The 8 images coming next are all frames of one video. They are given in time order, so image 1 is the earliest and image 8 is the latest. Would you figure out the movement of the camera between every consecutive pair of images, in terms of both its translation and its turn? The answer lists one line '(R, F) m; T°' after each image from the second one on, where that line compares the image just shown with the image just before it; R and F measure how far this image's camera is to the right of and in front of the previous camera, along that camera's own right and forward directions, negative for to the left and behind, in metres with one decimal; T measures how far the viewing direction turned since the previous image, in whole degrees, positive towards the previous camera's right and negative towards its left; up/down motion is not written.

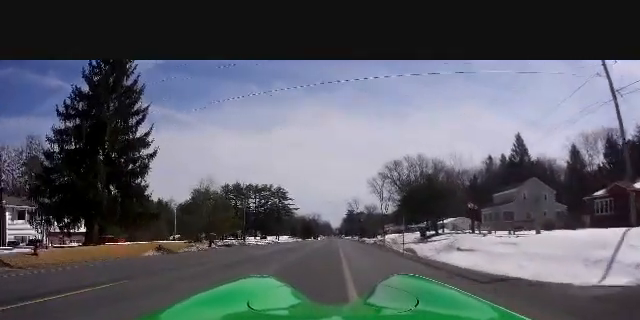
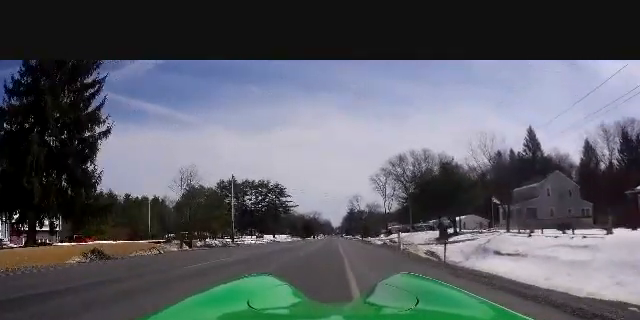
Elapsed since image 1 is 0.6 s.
(-0.1, +6.7) m; -1°
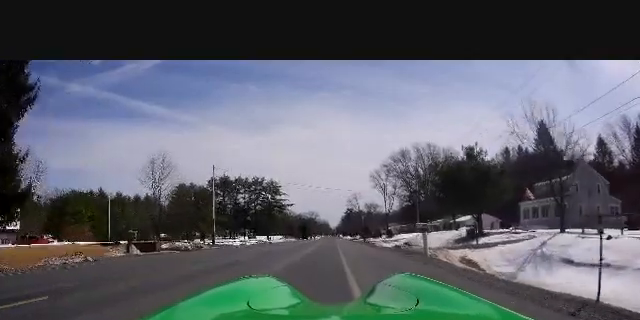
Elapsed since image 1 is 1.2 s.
(-0.3, +7.1) m; 0°
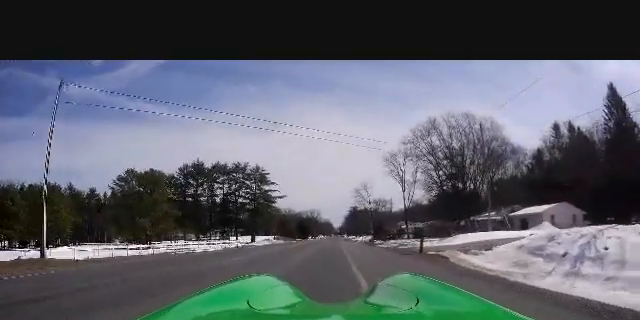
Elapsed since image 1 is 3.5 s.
(+0.8, +26.8) m; 0°
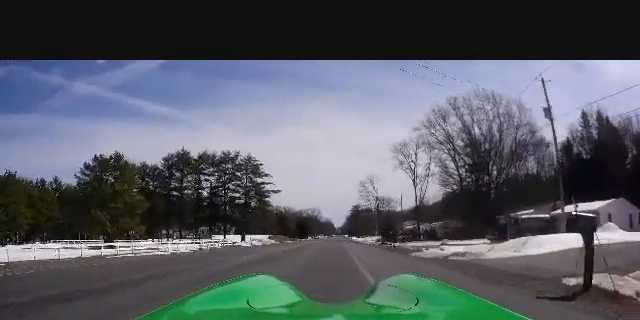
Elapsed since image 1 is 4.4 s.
(-0.3, +11.4) m; 0°
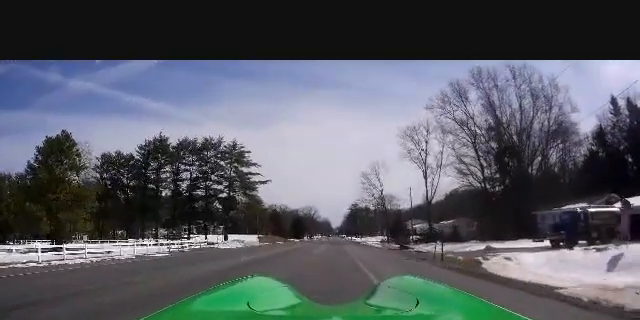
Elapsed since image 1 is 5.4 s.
(+0.3, +11.4) m; 0°
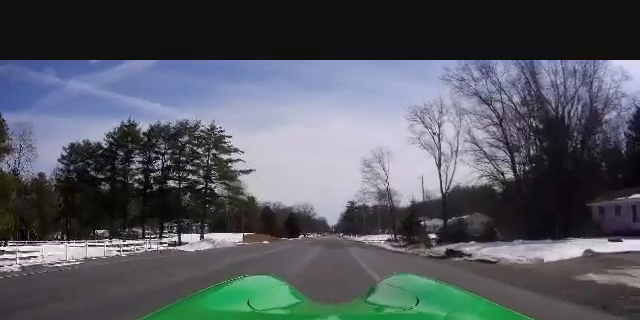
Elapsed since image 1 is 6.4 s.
(-0.3, +11.6) m; 0°
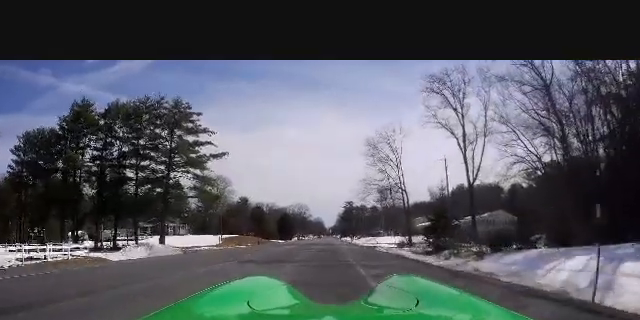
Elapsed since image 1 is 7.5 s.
(+0.5, +13.6) m; +2°
